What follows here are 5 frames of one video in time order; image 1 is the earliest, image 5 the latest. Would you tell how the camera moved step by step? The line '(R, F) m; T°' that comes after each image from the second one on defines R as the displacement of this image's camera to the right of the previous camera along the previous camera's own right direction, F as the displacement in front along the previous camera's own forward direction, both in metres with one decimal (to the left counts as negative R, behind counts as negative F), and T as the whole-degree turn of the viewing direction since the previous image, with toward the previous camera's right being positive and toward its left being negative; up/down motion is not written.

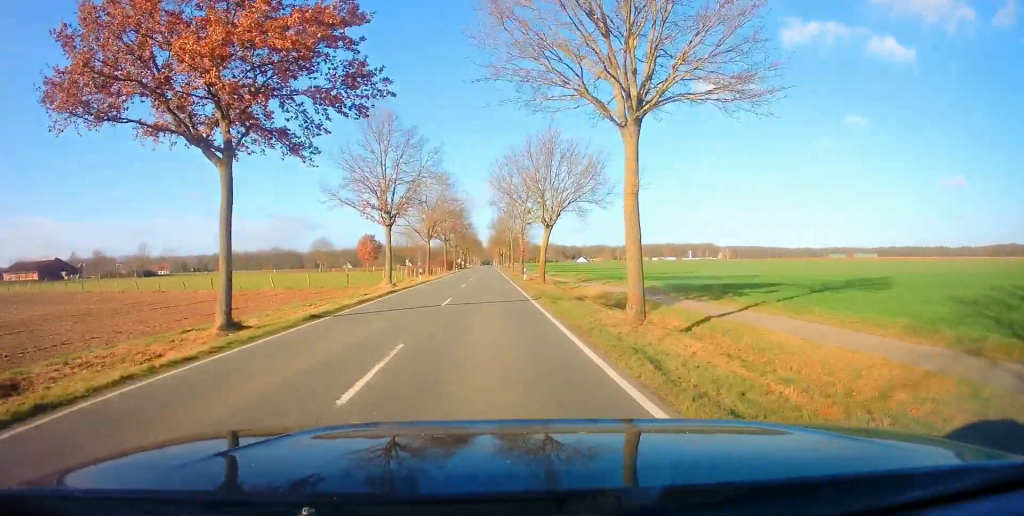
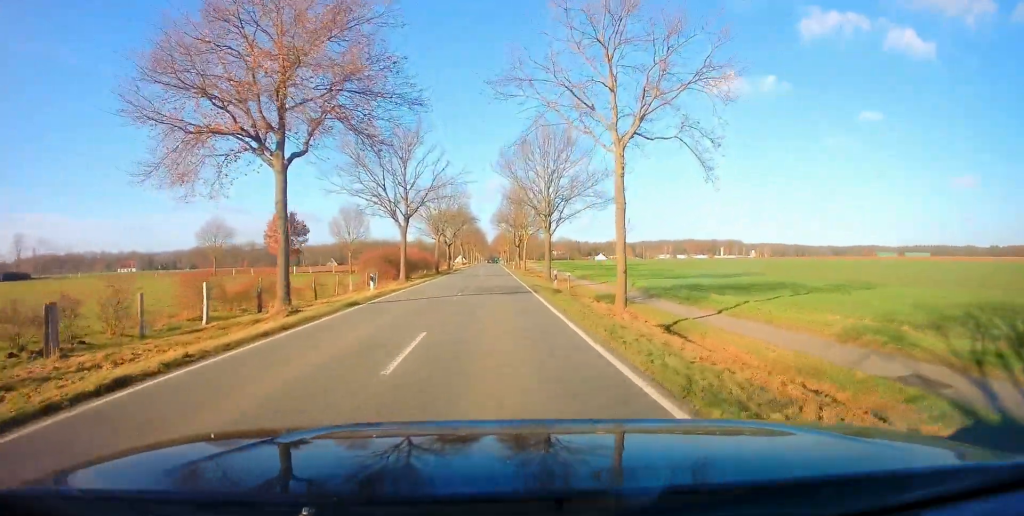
(+0.5, +69.7) m; 0°
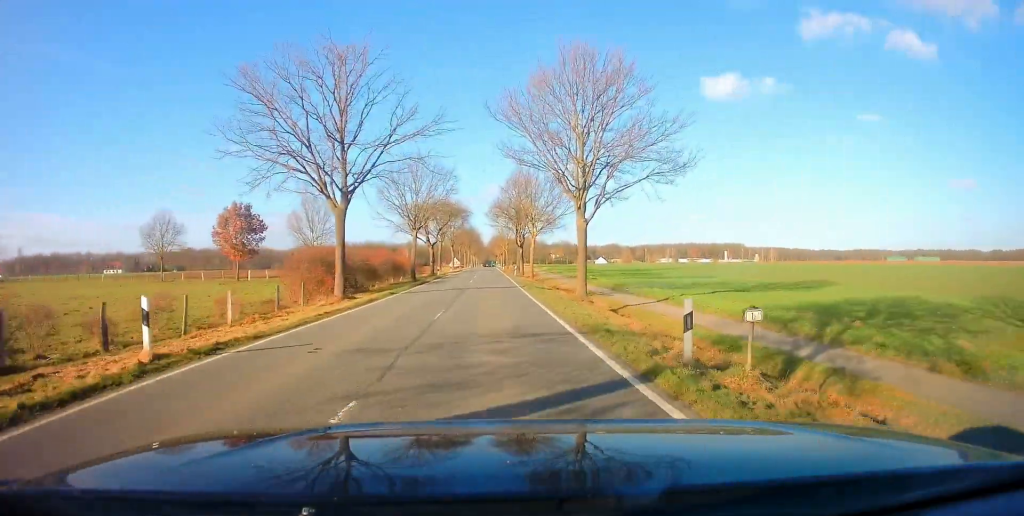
(-0.1, +17.1) m; 0°
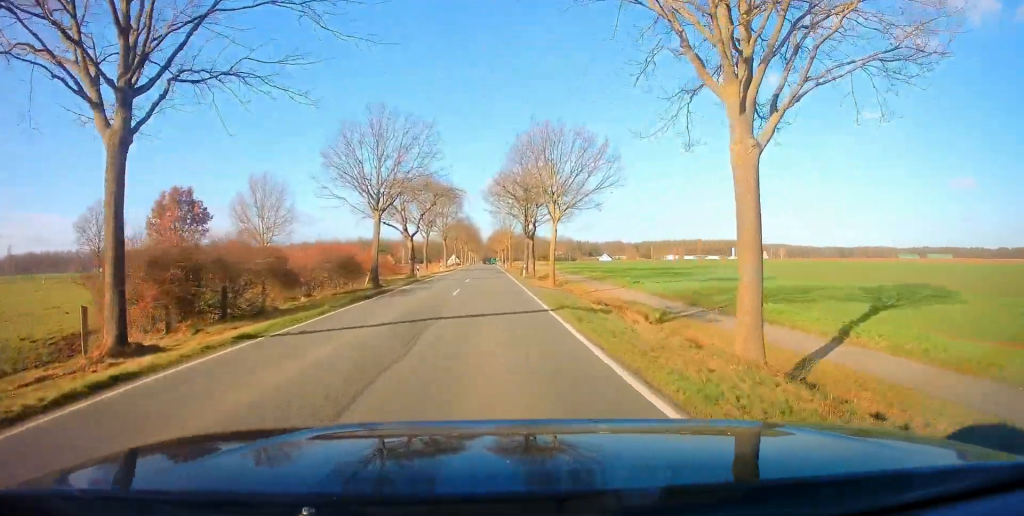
(-0.1, +16.3) m; 0°
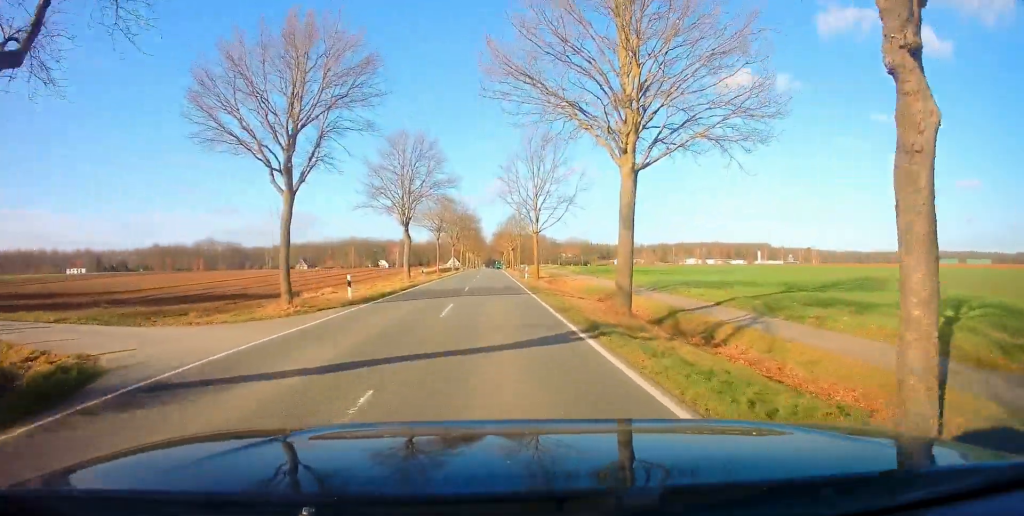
(+0.1, +42.9) m; 0°
